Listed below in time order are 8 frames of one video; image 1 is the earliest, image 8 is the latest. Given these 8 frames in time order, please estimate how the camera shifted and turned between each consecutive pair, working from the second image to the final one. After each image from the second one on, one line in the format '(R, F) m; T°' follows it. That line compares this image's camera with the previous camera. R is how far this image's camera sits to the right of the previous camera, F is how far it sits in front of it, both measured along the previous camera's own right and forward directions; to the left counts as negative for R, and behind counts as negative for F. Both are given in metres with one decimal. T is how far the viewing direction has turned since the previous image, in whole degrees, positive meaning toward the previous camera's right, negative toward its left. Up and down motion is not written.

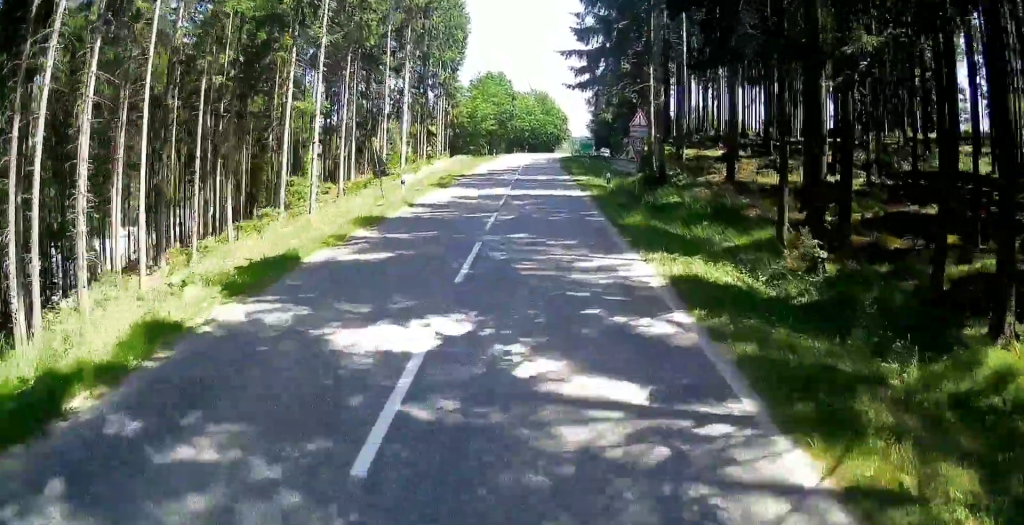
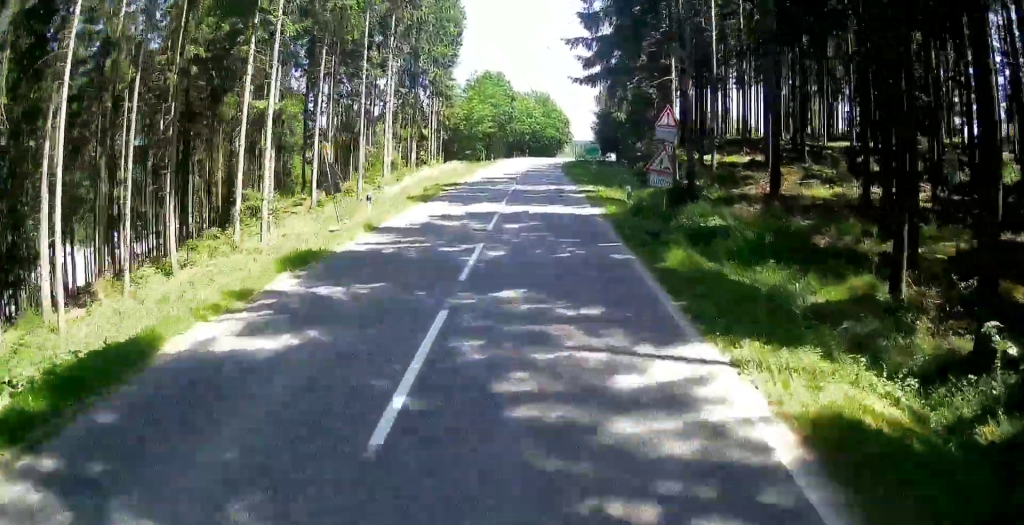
(-0.3, +5.1) m; +3°
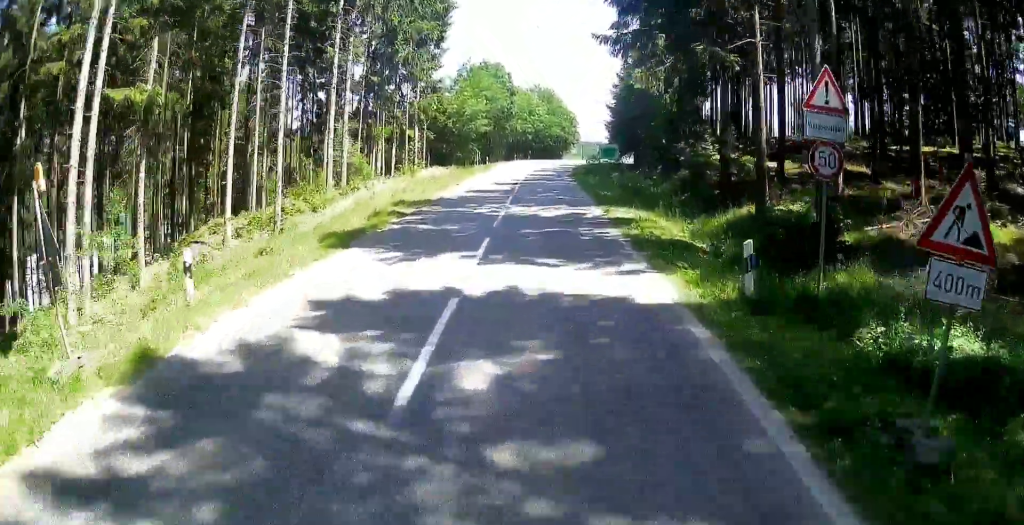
(+1.2, +10.5) m; -6°
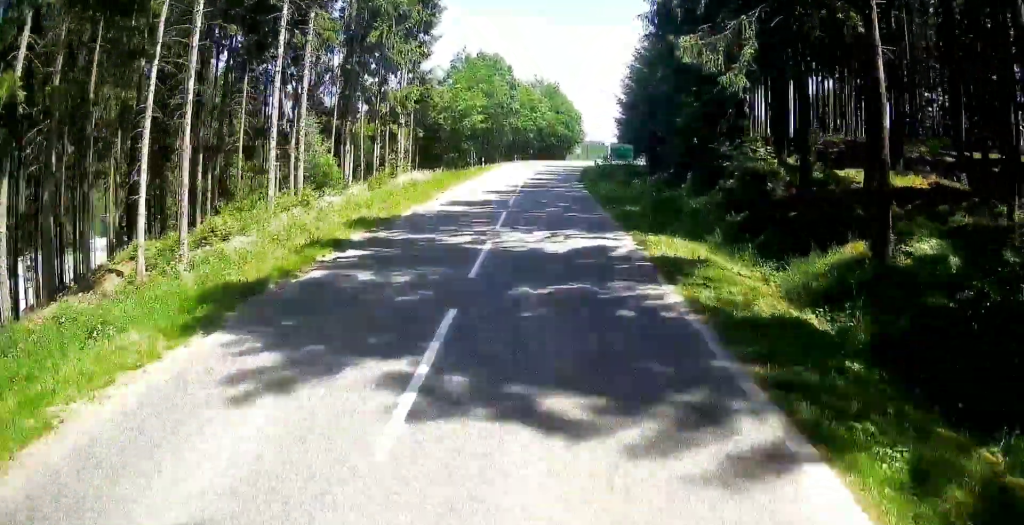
(-0.1, +6.3) m; -5°
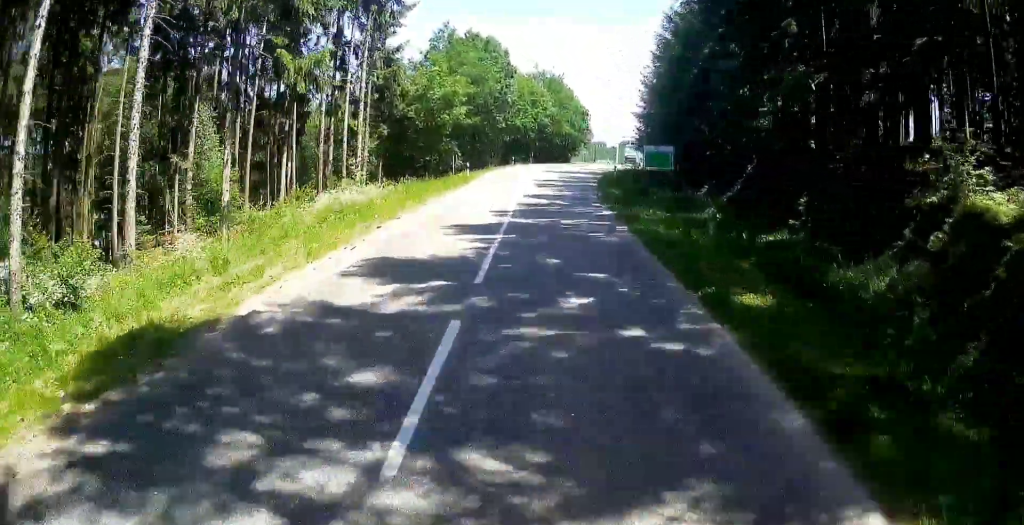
(-2.6, +12.7) m; -4°
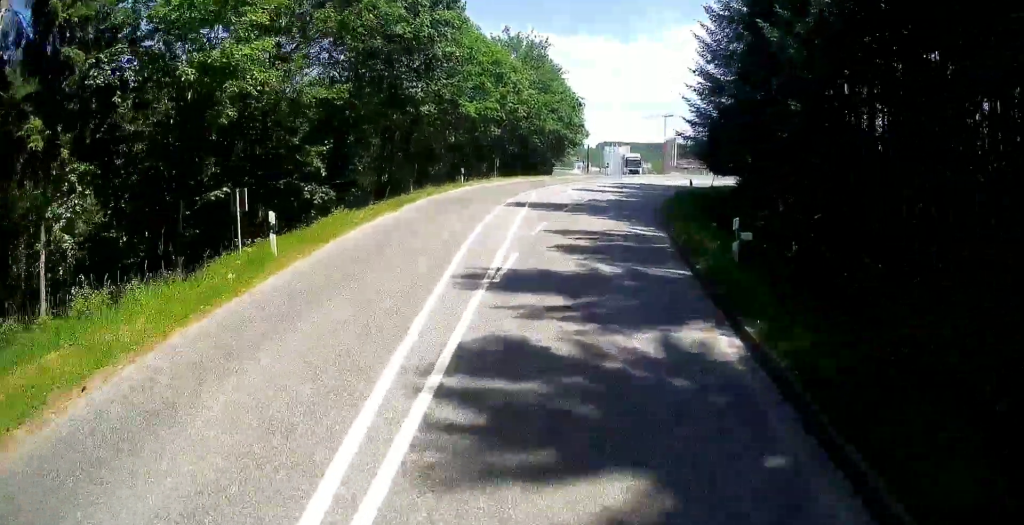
(+4.7, +28.4) m; +11°
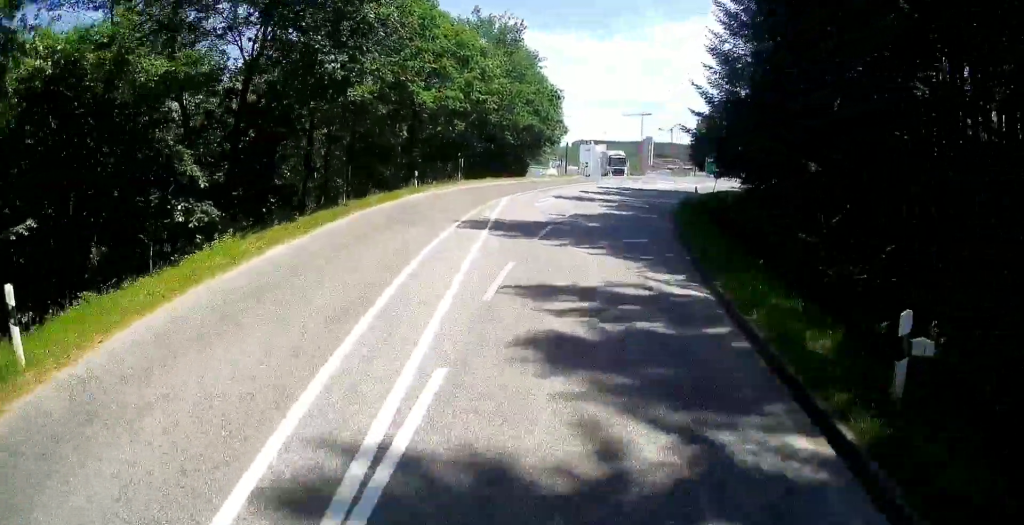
(0.0, +7.2) m; 0°
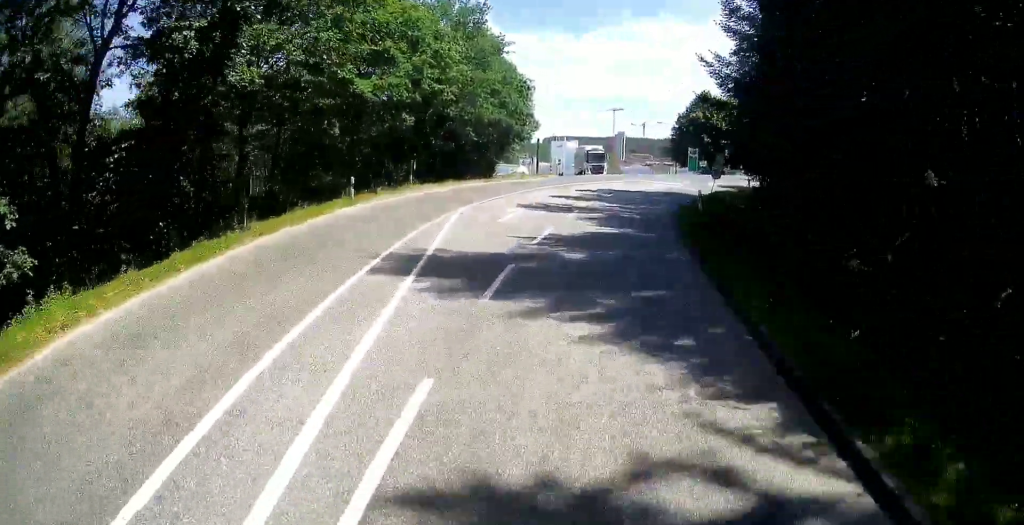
(0.0, +6.3) m; 0°
